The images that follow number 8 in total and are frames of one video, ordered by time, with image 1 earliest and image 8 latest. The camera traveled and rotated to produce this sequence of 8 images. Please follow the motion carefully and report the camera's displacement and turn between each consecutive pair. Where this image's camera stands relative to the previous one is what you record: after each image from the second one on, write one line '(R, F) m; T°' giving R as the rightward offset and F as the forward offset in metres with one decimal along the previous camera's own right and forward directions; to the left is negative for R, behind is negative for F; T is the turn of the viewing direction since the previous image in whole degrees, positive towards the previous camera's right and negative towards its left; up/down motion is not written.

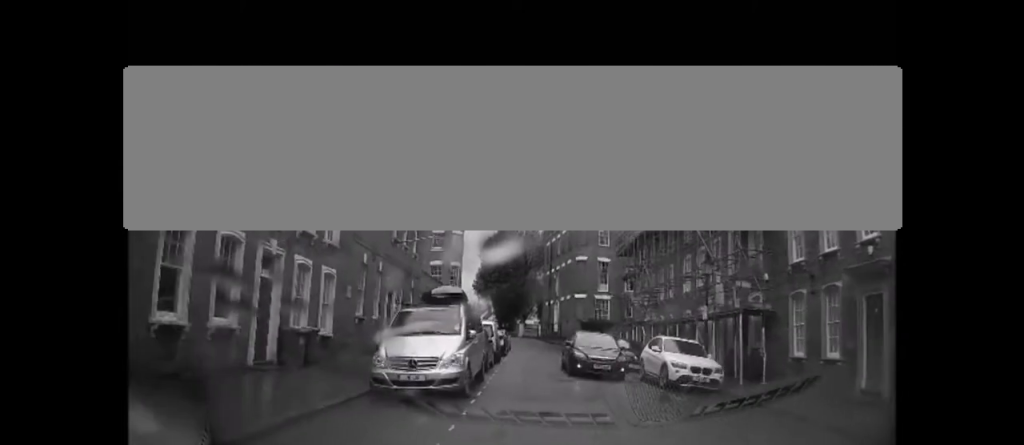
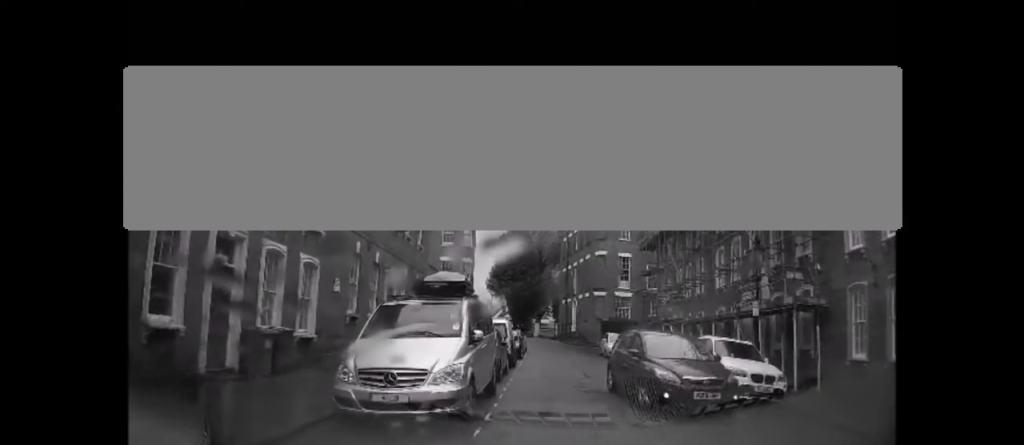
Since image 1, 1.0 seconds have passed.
(0.0, +2.4) m; 0°
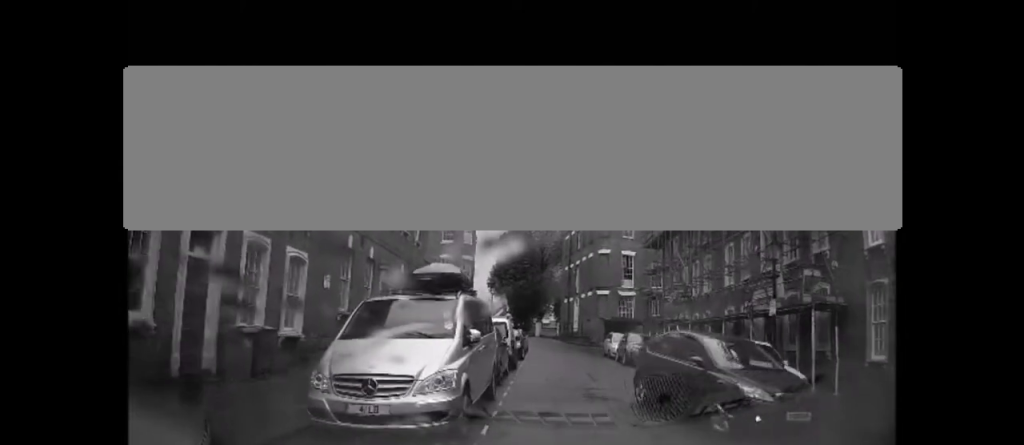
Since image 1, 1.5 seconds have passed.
(0.0, +1.1) m; 0°
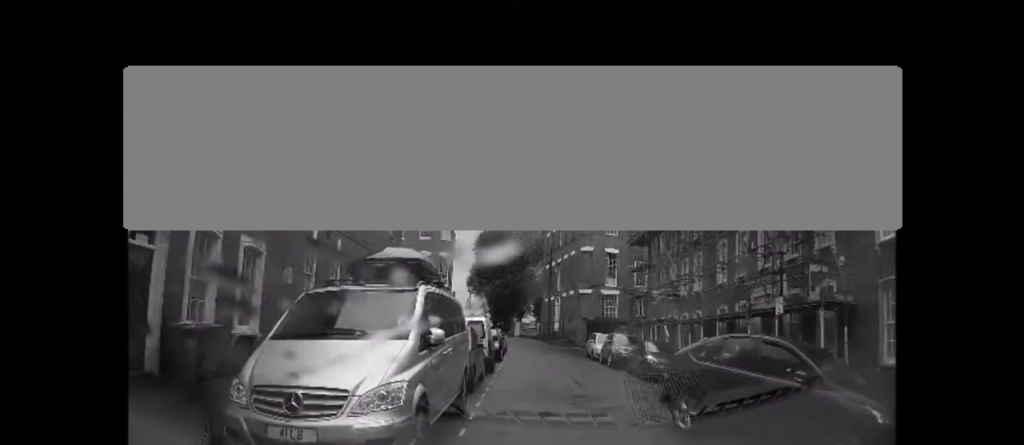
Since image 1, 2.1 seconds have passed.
(0.0, +1.7) m; 0°
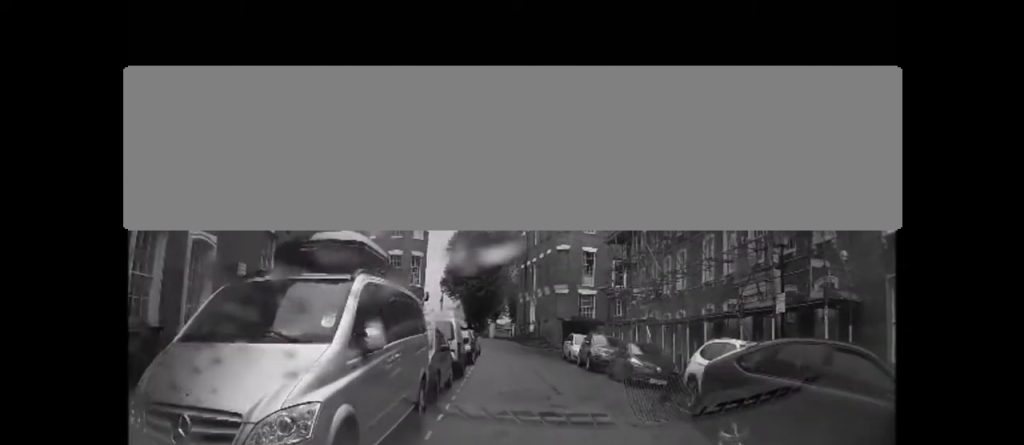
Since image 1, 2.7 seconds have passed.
(0.0, +1.6) m; 0°
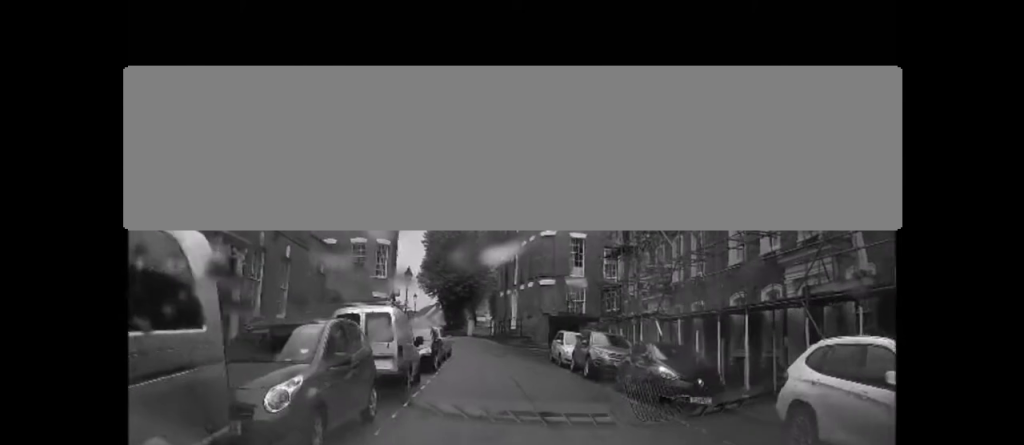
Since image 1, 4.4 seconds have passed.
(0.0, +5.6) m; 0°
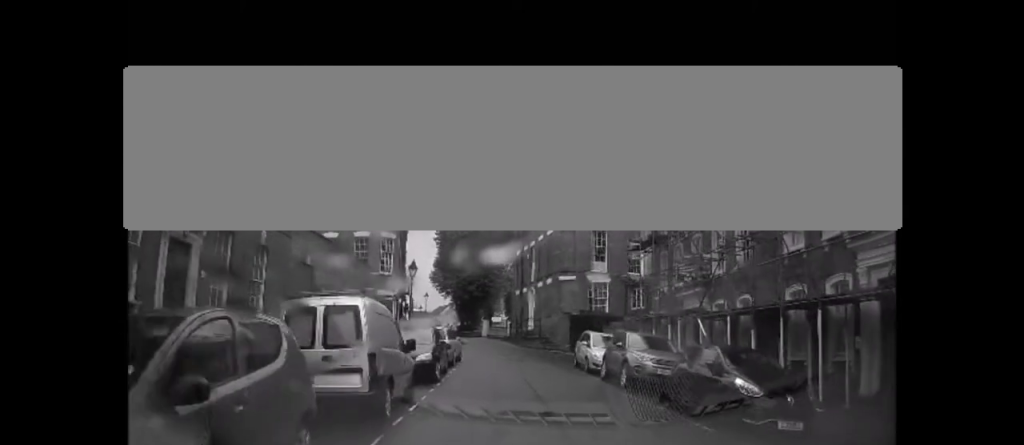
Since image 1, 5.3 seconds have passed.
(0.0, +3.2) m; -1°
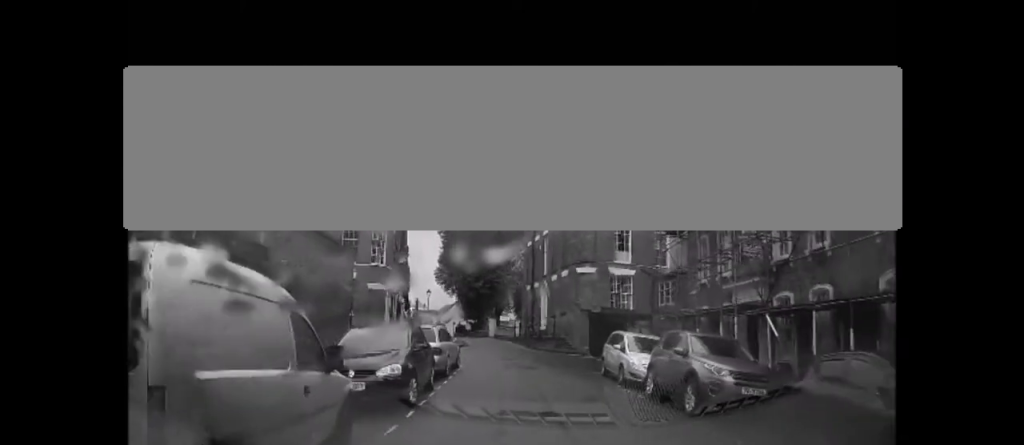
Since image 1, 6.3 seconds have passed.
(0.0, +4.3) m; -7°
